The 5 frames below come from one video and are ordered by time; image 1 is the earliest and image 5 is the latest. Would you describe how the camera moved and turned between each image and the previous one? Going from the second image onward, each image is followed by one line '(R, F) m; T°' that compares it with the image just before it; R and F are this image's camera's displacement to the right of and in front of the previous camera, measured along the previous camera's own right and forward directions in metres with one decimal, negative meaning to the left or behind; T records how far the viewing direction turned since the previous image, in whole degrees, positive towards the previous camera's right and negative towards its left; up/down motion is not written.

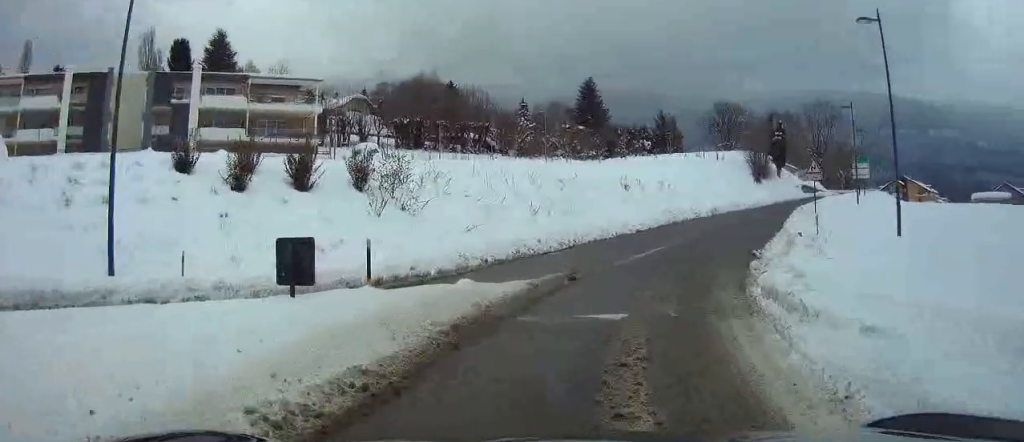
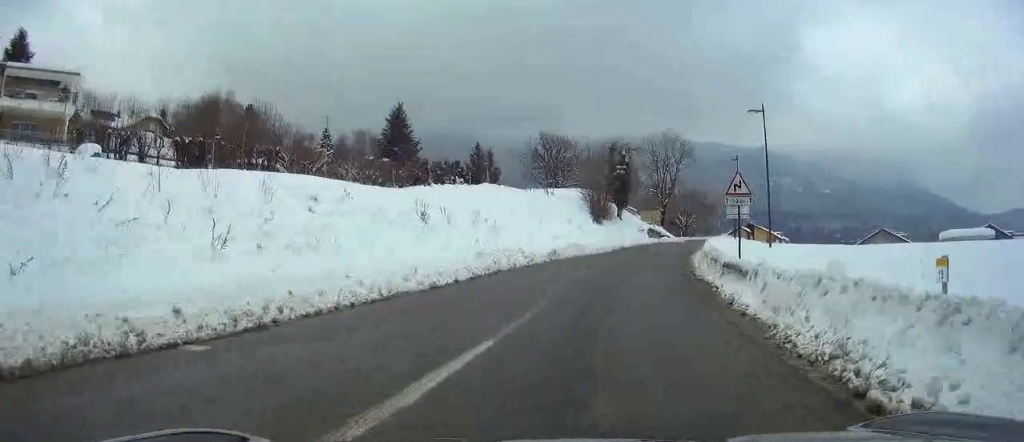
(+1.9, +13.4) m; +14°
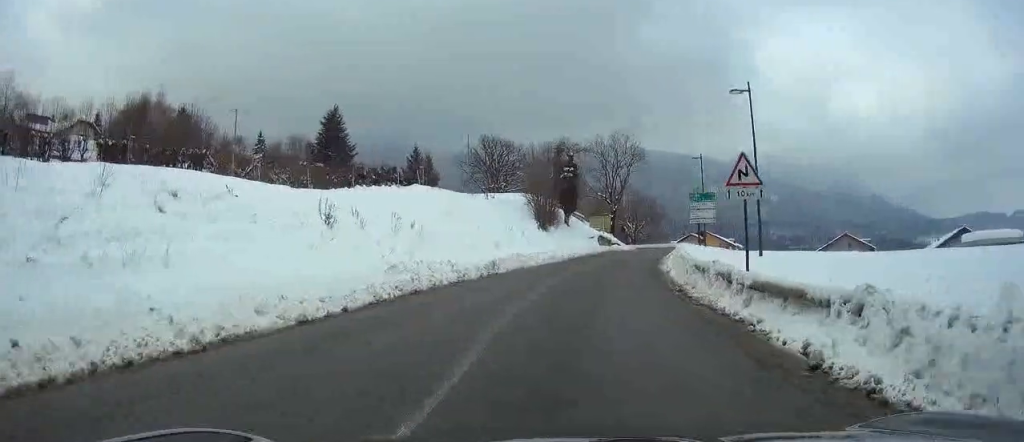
(0.0, +6.0) m; +5°
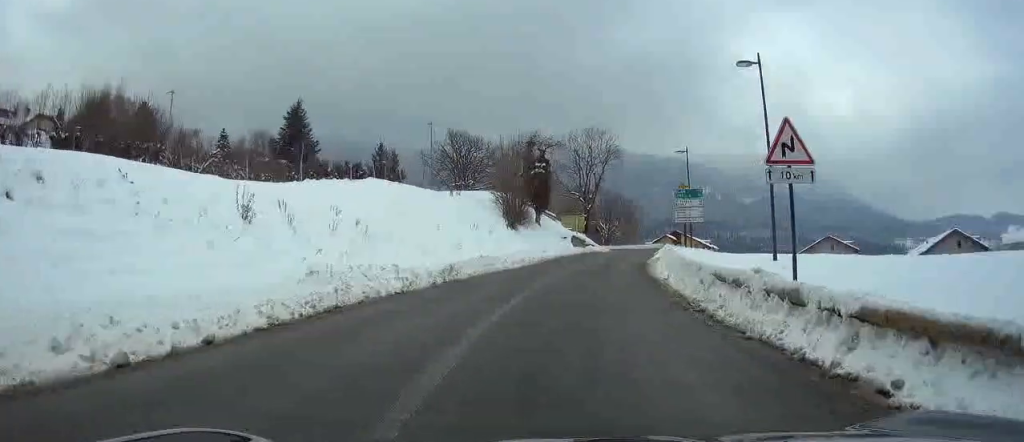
(+0.4, +5.0) m; +4°
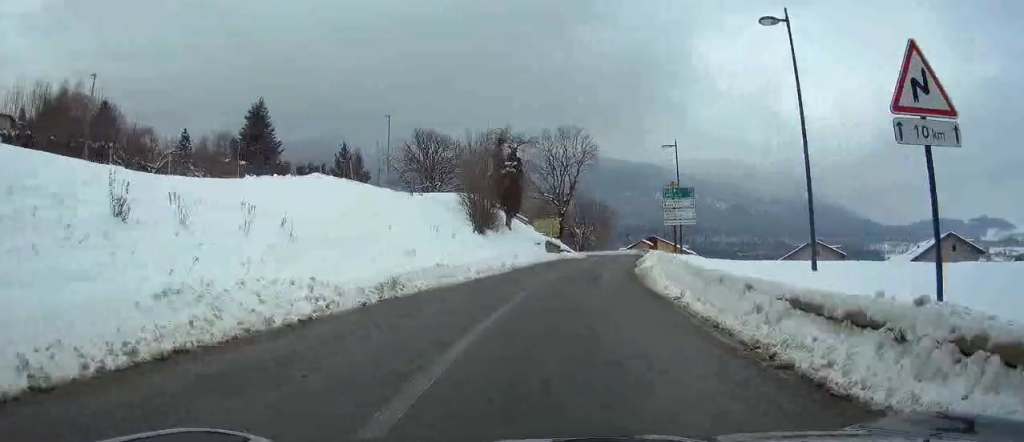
(+0.2, +4.7) m; +3°
